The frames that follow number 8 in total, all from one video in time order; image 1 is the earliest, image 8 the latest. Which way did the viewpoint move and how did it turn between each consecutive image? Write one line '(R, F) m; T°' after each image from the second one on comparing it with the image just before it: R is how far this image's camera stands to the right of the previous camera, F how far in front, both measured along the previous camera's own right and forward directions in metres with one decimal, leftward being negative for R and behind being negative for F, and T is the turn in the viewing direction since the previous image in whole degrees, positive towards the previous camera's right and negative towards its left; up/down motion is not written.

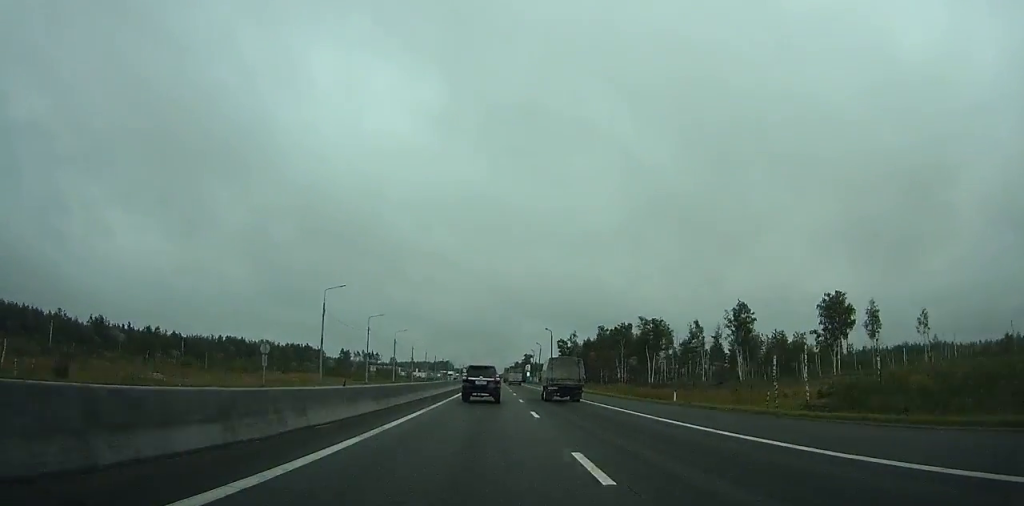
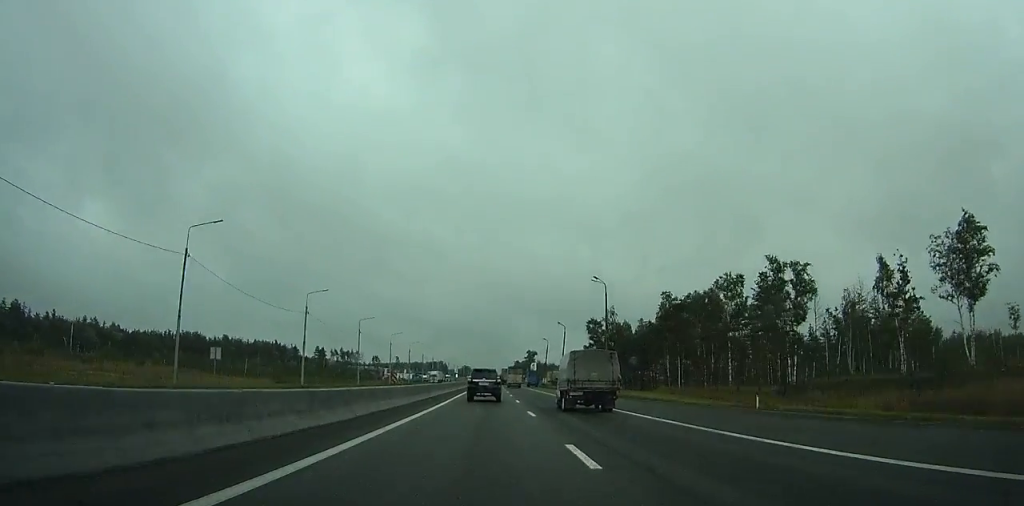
(-0.1, +59.0) m; 0°
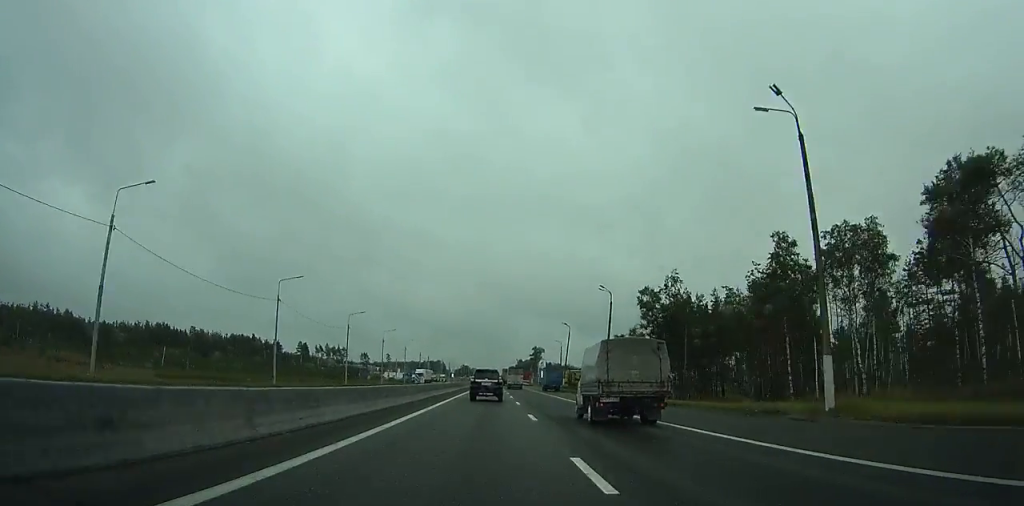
(0.0, +37.8) m; 0°
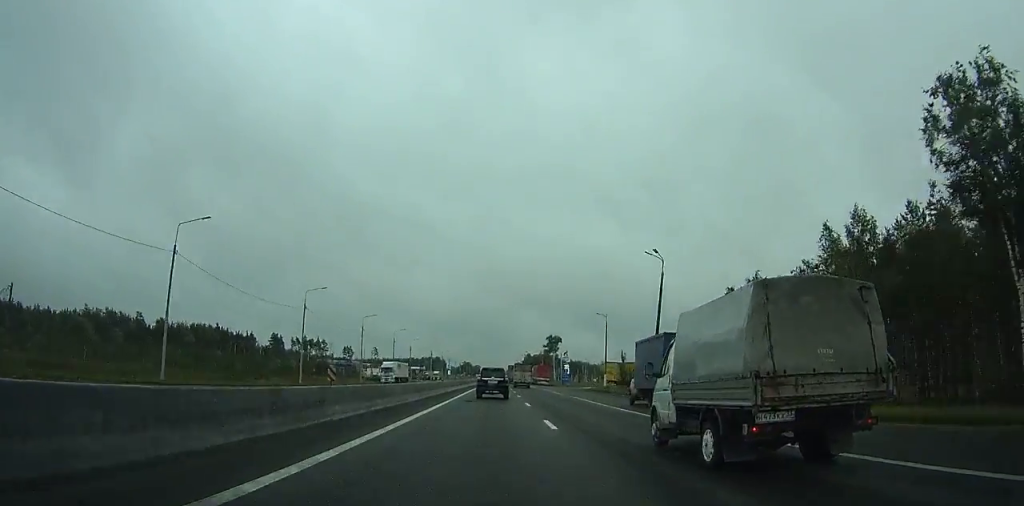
(0.0, +52.1) m; 0°
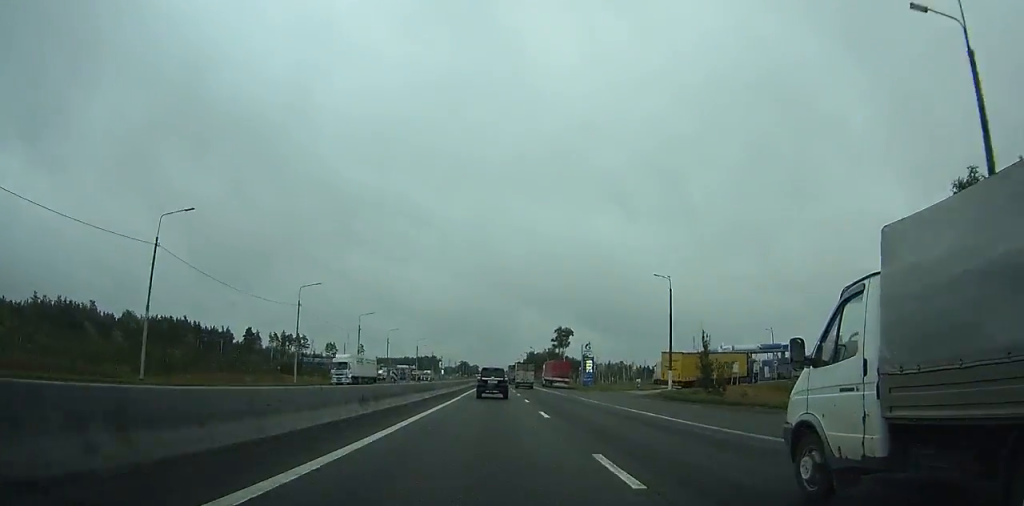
(0.0, +32.2) m; 0°
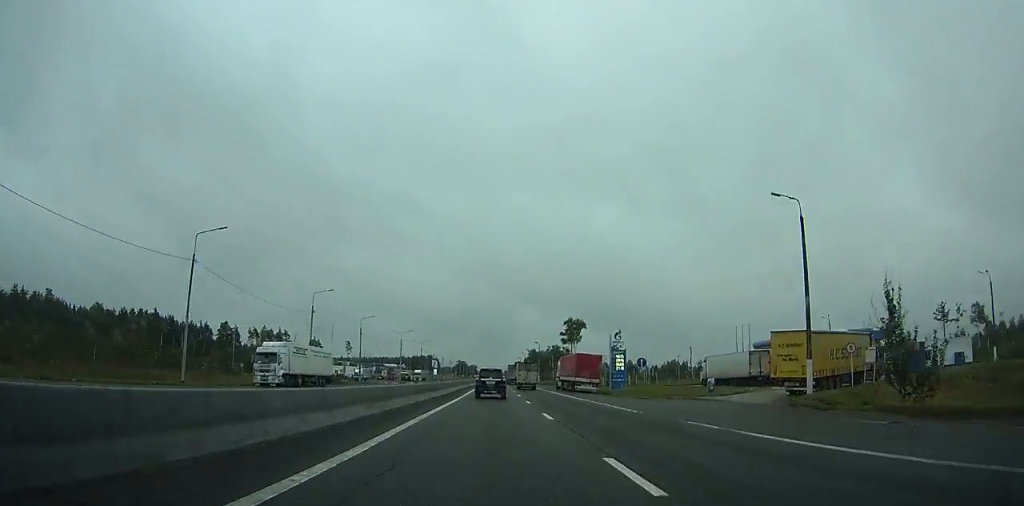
(-0.1, +24.9) m; 0°
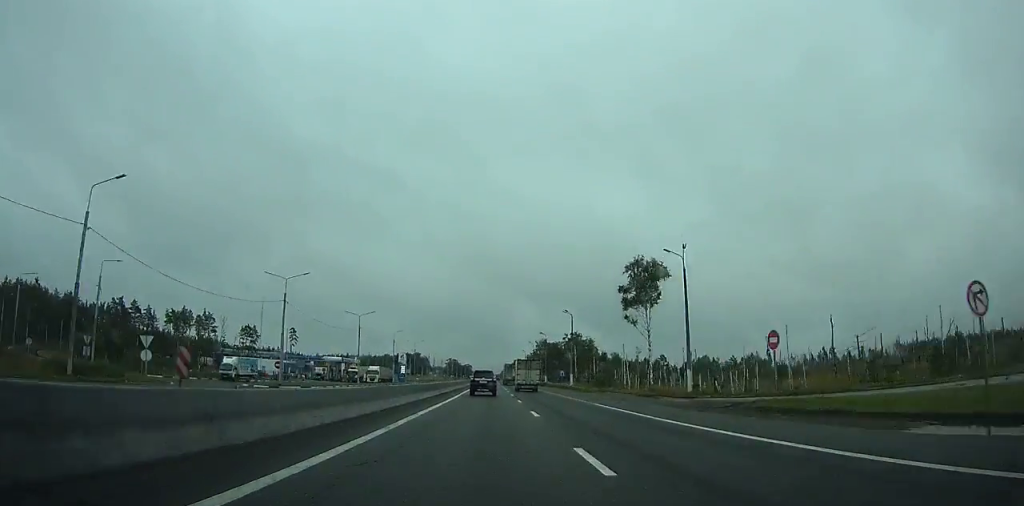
(+0.3, +71.8) m; 0°
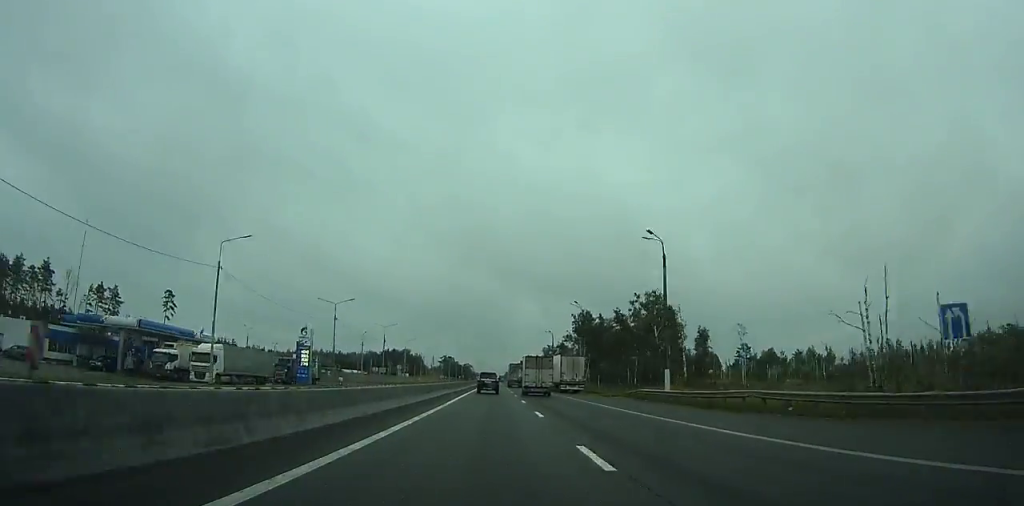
(-0.1, +84.1) m; 0°
